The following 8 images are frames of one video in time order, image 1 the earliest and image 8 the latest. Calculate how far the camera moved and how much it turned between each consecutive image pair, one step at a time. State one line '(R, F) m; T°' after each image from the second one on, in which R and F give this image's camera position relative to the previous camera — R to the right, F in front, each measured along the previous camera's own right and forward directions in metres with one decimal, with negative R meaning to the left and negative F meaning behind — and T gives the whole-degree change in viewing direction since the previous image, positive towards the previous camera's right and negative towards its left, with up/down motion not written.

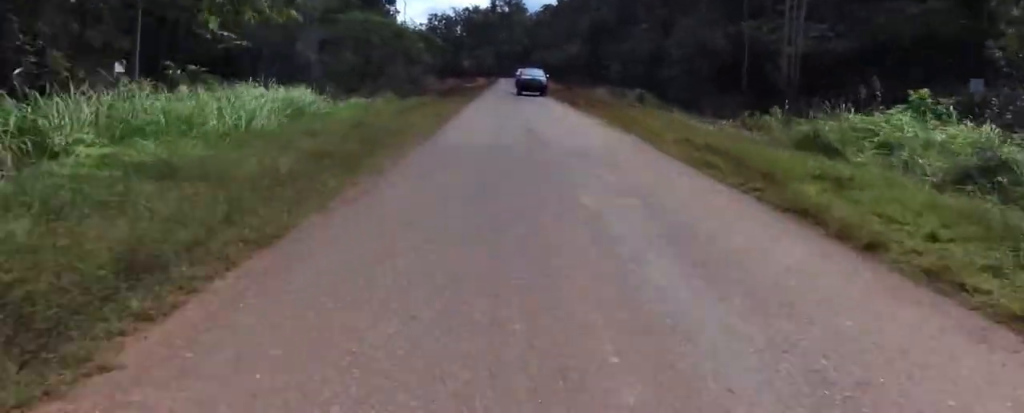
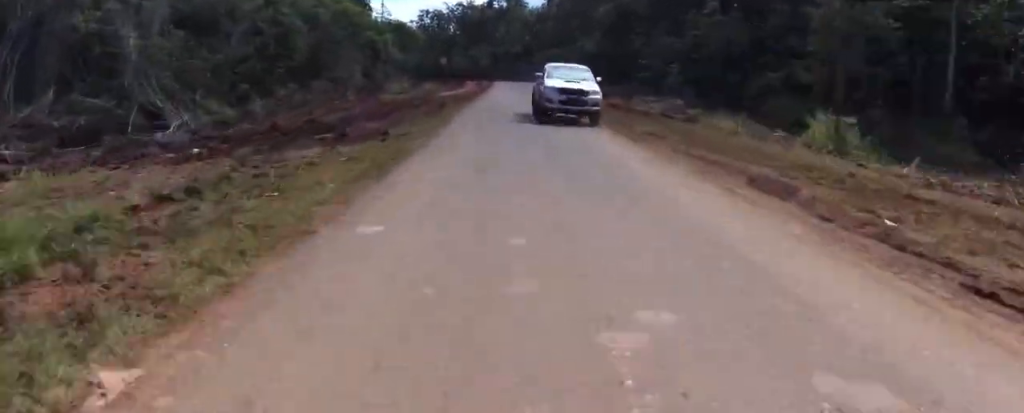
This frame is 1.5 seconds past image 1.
(-0.5, +24.2) m; 0°
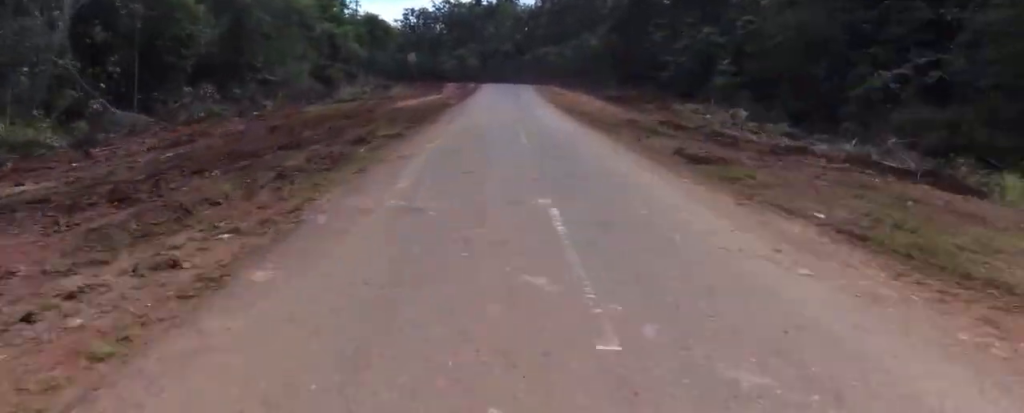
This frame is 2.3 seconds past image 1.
(+0.3, +13.1) m; 0°
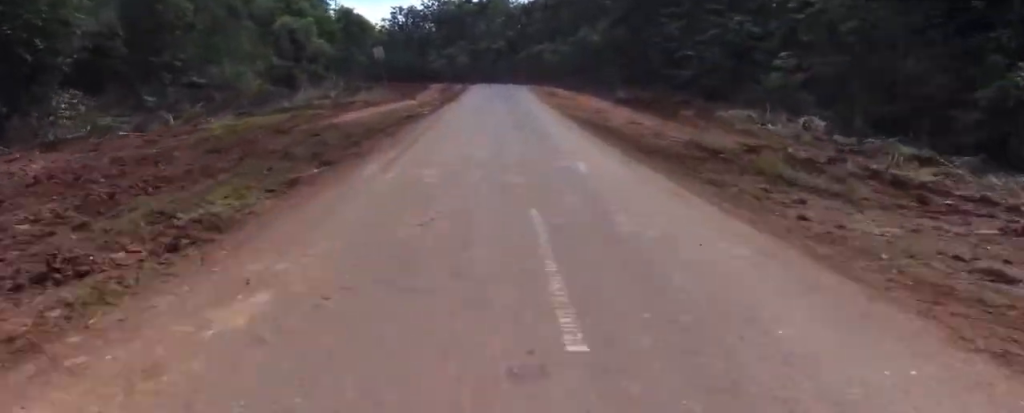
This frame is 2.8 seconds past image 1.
(-0.3, +7.5) m; +1°
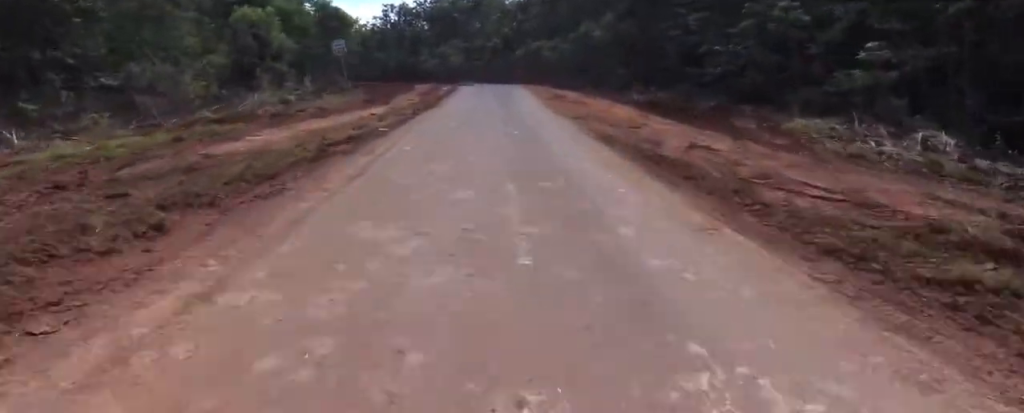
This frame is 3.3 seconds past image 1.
(-0.3, +6.5) m; +1°
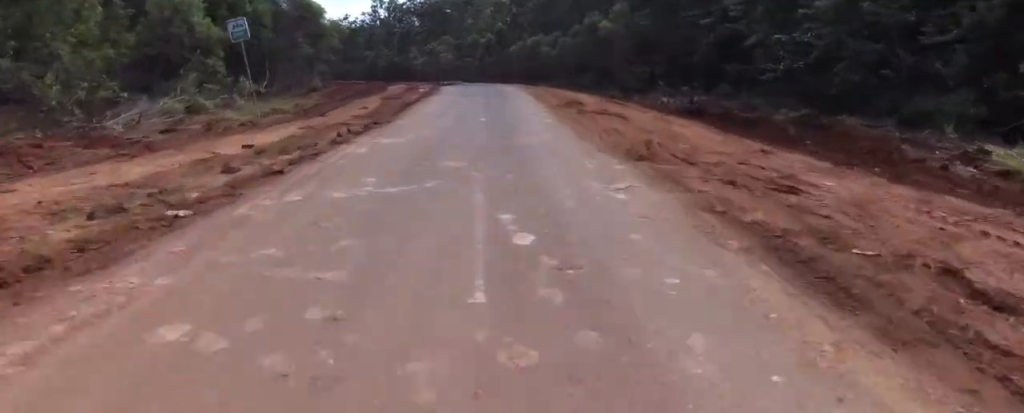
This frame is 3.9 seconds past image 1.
(+0.7, +8.7) m; +2°
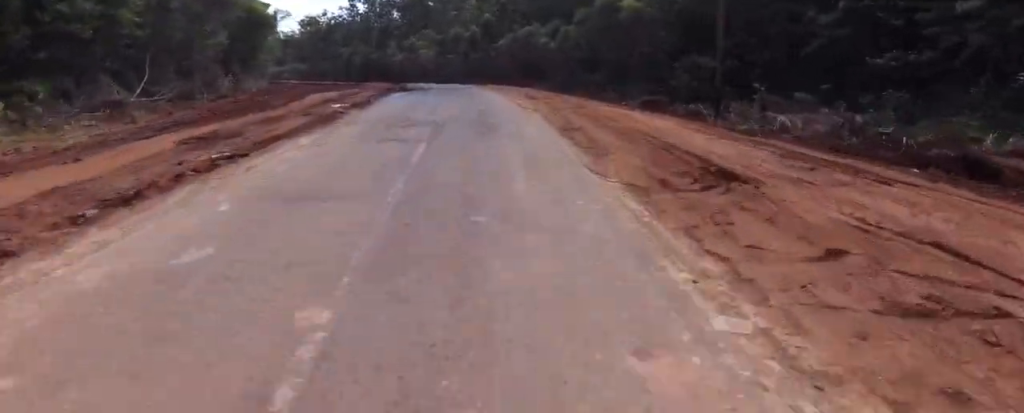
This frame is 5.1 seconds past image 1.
(+0.1, +15.5) m; -3°
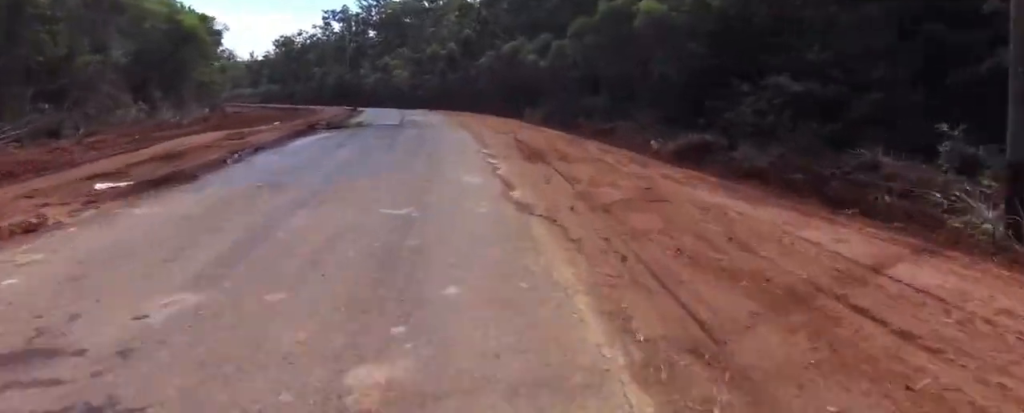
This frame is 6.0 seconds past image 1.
(-0.5, +10.5) m; +2°
